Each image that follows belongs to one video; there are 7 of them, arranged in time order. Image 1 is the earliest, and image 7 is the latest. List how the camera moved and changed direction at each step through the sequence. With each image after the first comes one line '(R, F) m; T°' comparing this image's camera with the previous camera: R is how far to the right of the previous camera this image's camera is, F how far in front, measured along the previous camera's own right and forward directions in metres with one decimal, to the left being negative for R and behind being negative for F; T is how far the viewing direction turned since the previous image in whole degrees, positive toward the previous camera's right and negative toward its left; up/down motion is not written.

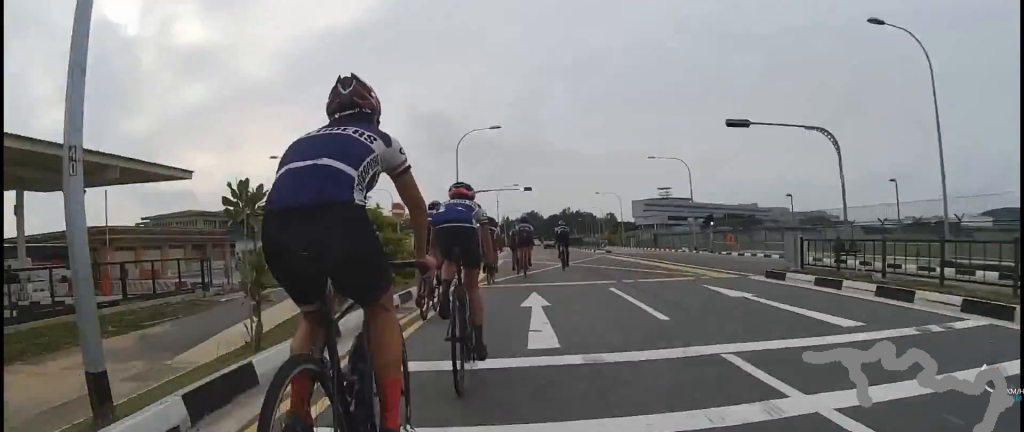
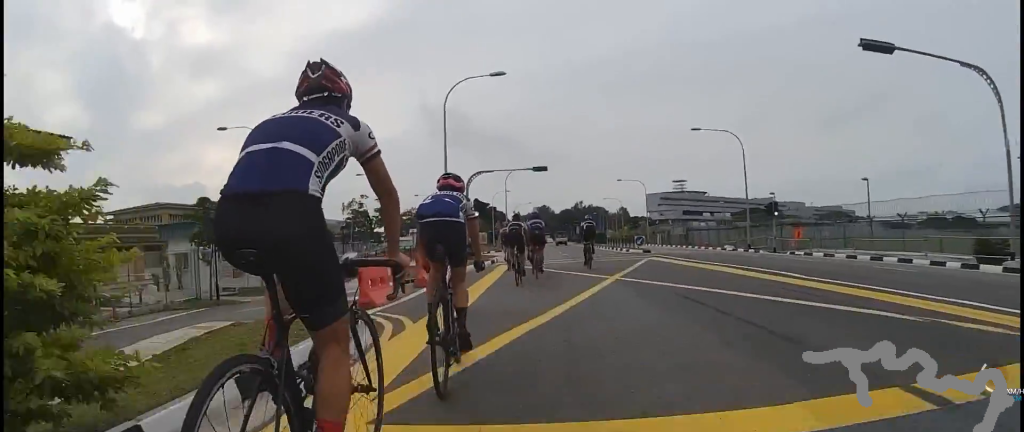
(0.0, +9.8) m; -2°
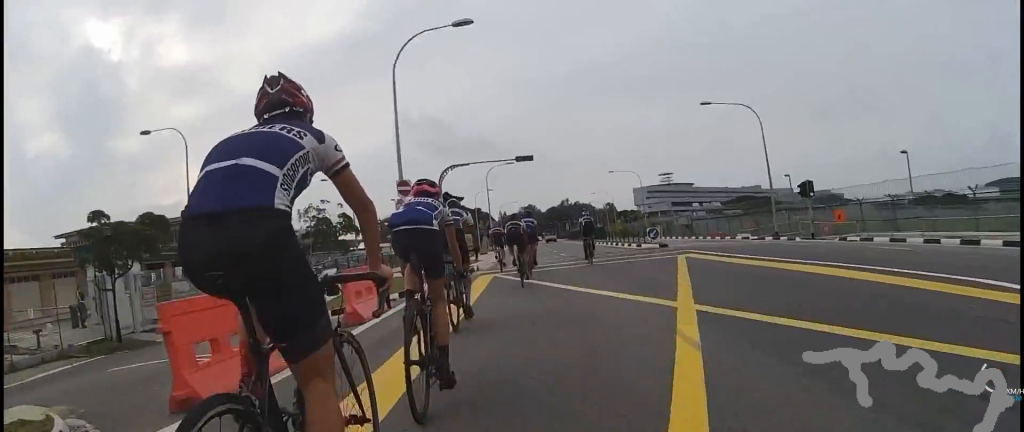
(+0.1, +6.3) m; -2°
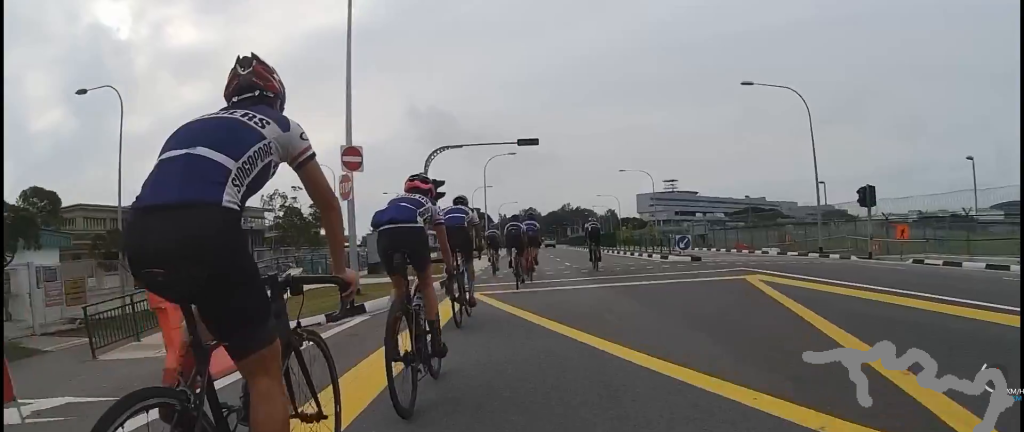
(-0.5, +5.4) m; 0°
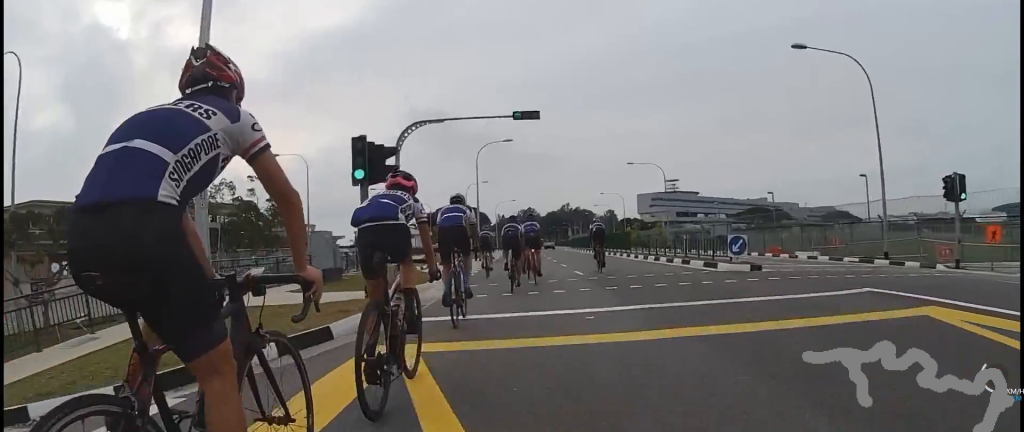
(-0.2, +5.8) m; +2°
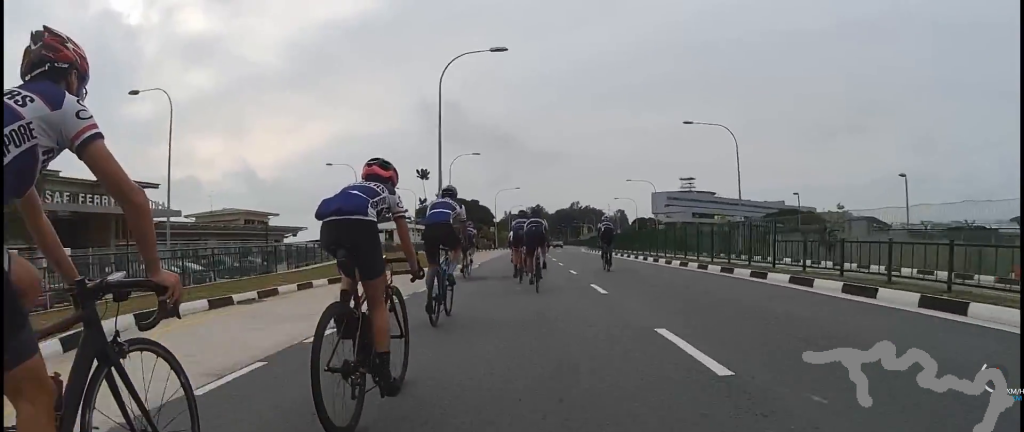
(+3.4, +18.3) m; +10°
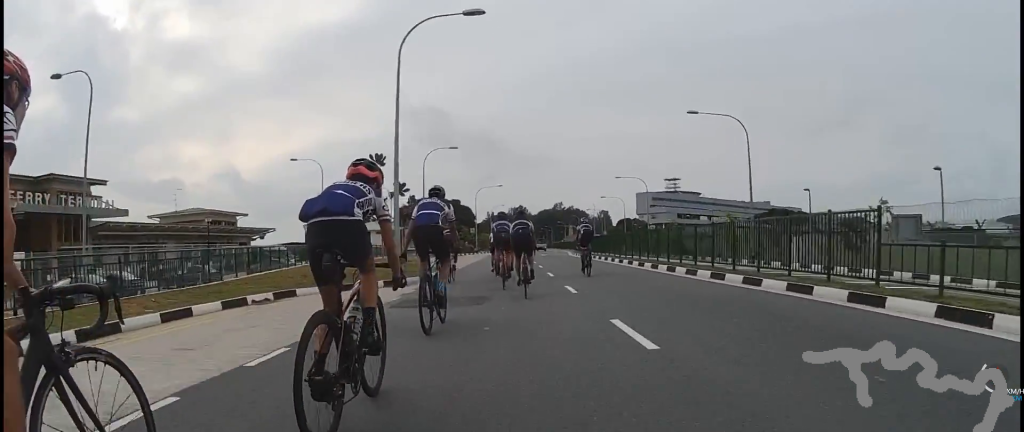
(-0.6, +4.9) m; -3°
